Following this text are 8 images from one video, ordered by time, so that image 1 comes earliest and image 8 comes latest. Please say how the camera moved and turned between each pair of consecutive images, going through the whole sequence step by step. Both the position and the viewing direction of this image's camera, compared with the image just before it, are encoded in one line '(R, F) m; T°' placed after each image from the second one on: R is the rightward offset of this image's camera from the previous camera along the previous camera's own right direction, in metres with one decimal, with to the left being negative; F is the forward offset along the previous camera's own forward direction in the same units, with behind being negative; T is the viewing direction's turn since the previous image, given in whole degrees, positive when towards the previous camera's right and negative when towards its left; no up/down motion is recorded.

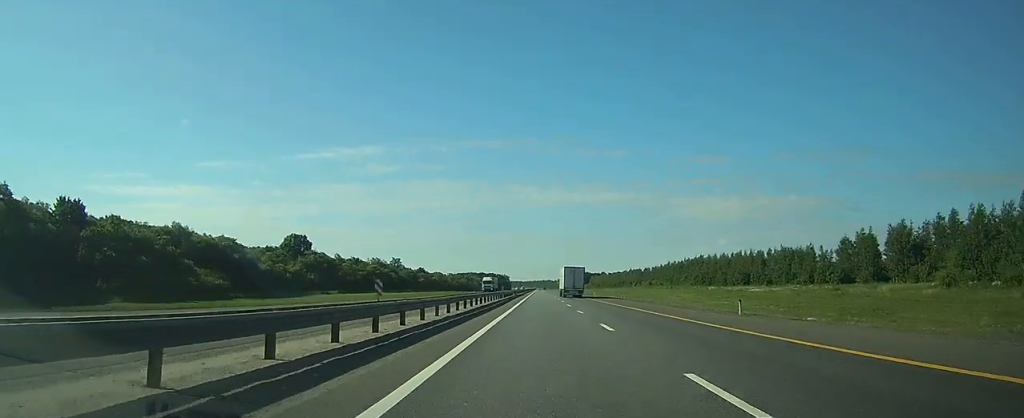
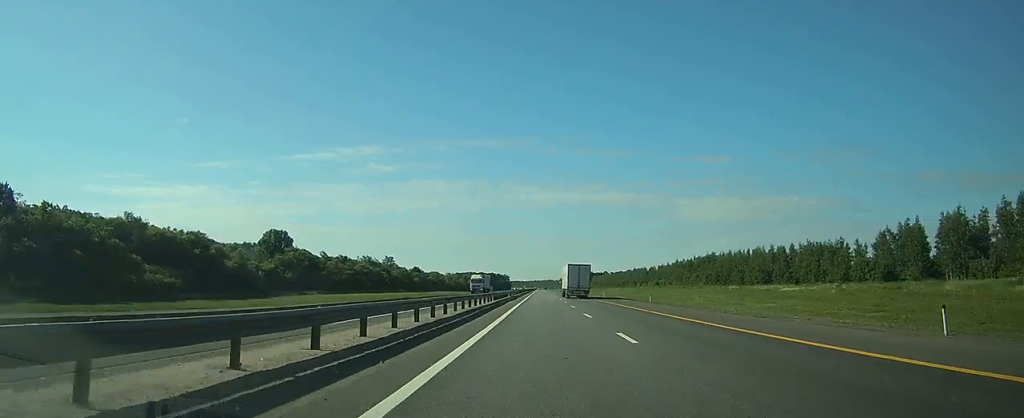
(0.0, +16.1) m; 0°
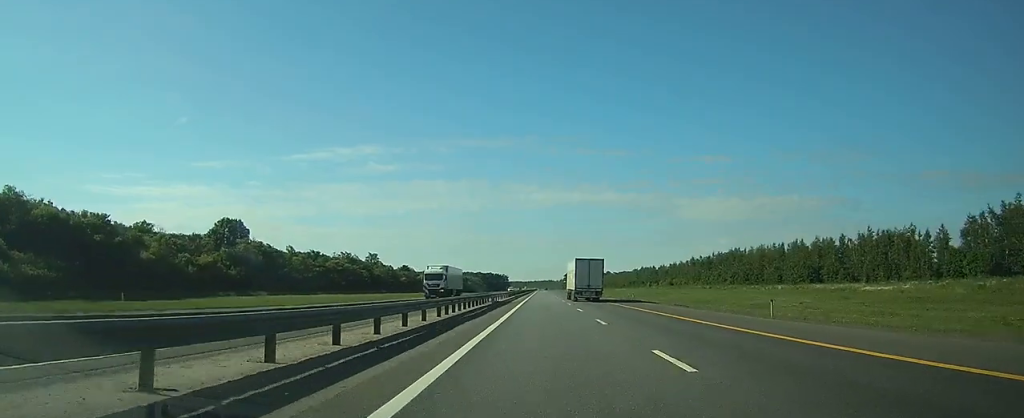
(0.0, +29.0) m; 0°
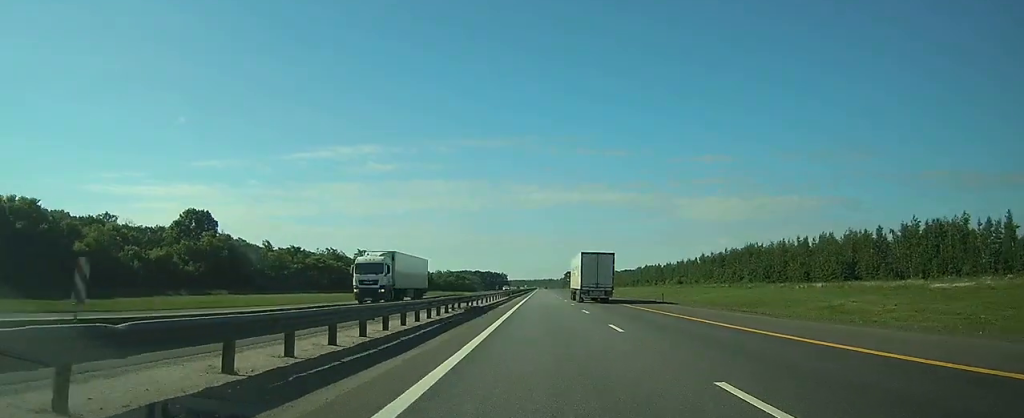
(0.0, +16.3) m; 0°
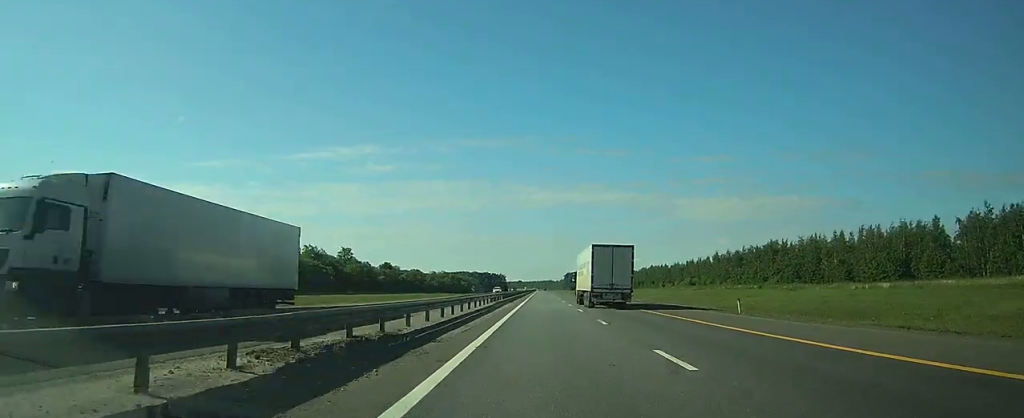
(0.0, +19.8) m; 0°
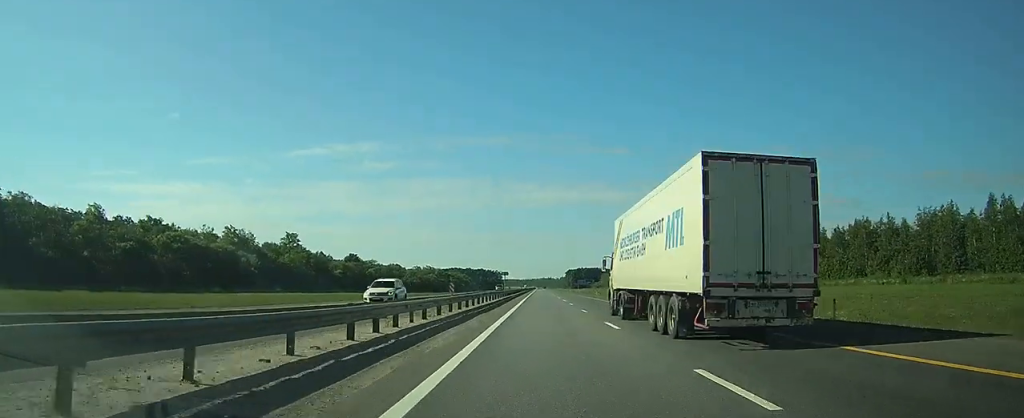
(0.0, +51.7) m; 0°
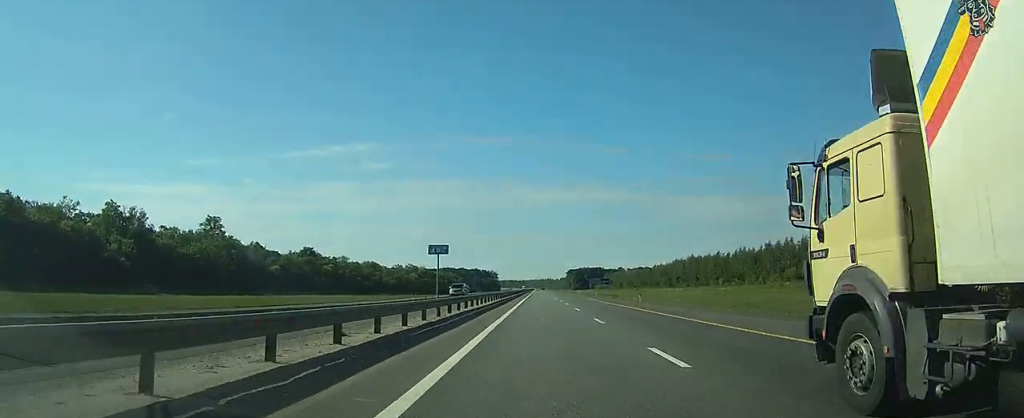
(+0.1, +44.8) m; 0°
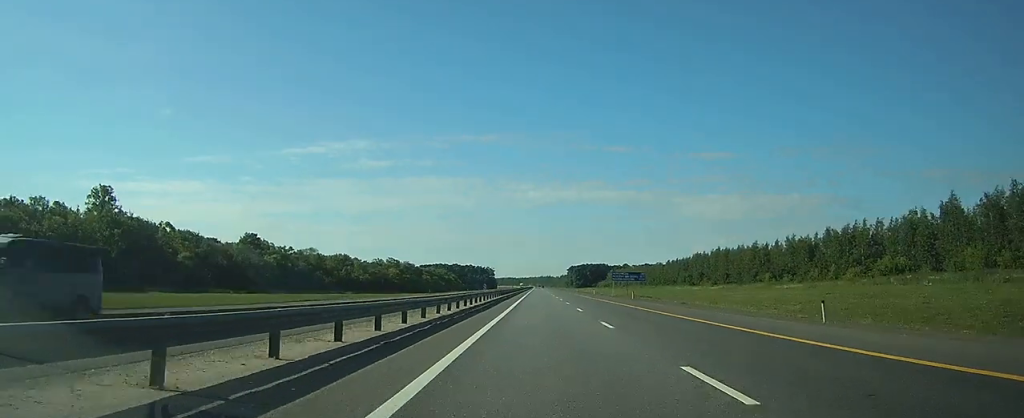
(0.0, +38.9) m; 0°
